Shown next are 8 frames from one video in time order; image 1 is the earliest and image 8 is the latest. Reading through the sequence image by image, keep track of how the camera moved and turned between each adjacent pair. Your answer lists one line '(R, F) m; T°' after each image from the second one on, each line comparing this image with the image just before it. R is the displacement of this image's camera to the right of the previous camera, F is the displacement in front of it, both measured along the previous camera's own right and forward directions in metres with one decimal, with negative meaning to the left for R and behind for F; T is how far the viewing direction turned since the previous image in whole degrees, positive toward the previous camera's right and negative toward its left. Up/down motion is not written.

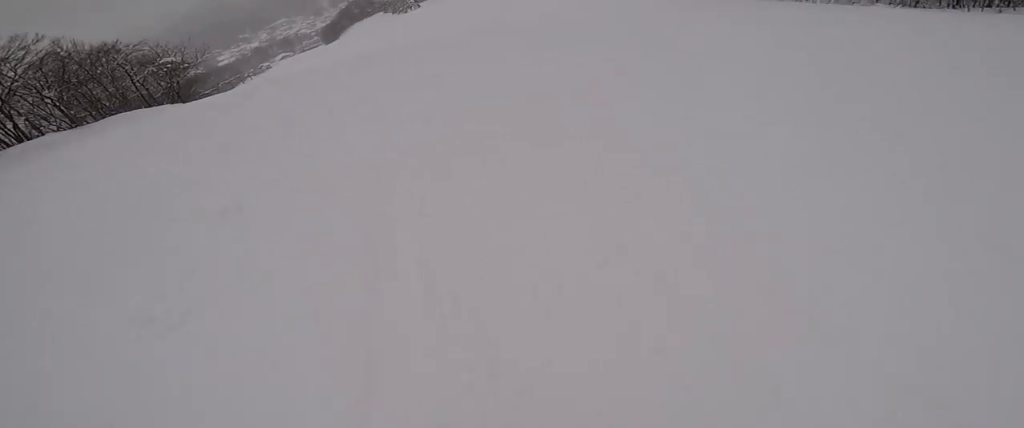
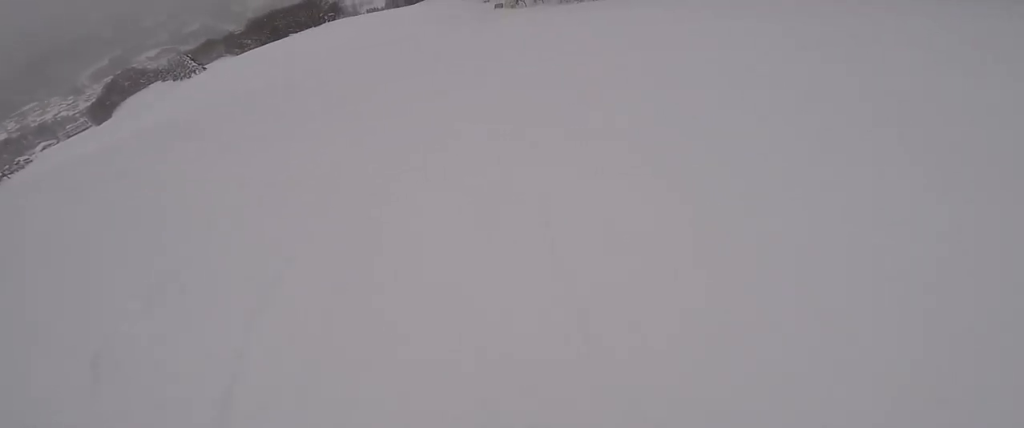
(+0.1, +4.3) m; 0°
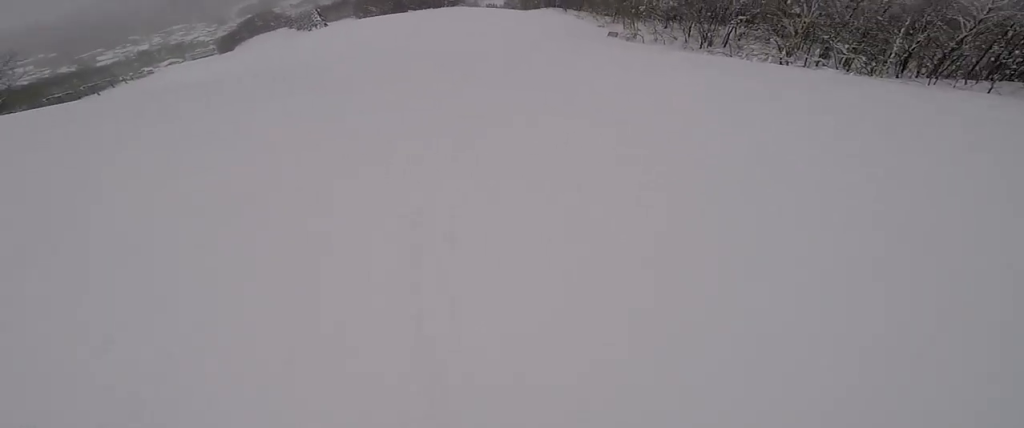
(-0.1, +5.2) m; -12°
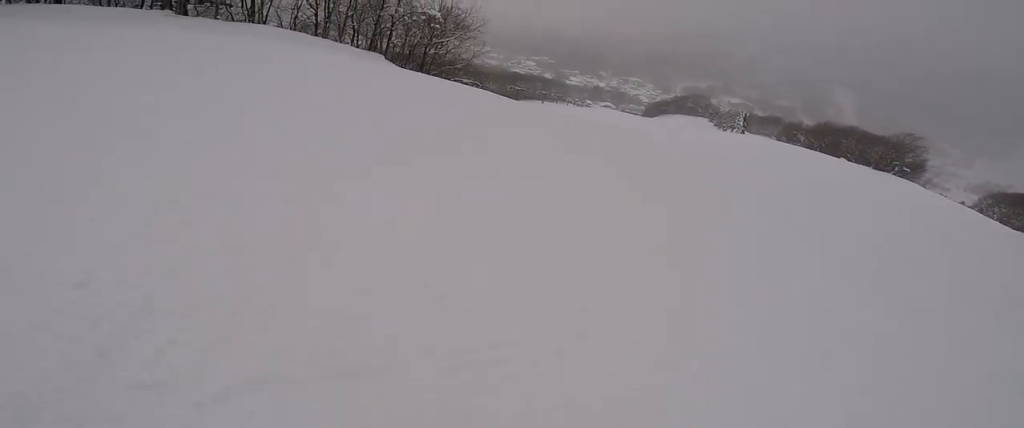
(-6.6, +9.5) m; -60°
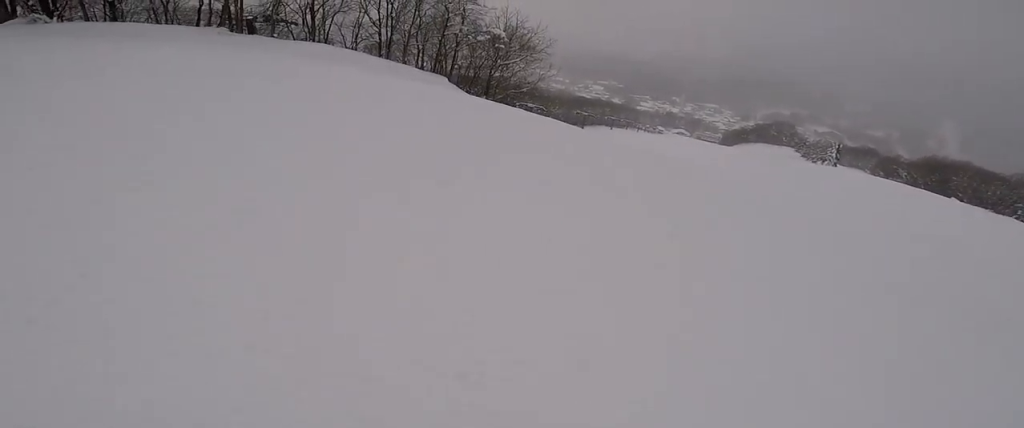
(0.0, +2.6) m; -2°
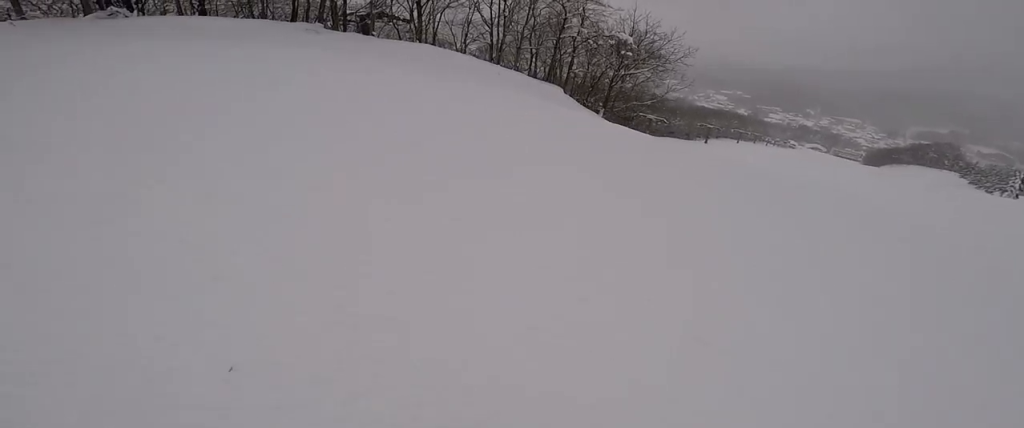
(+0.3, +5.1) m; +5°
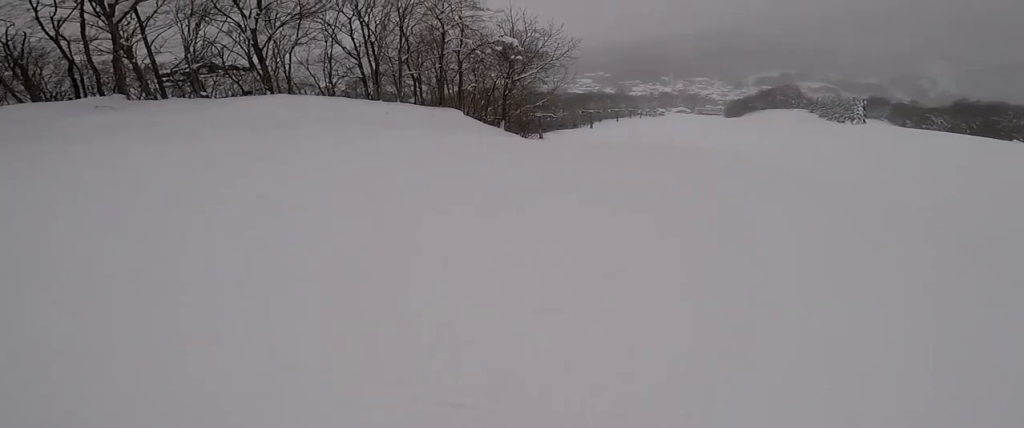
(-0.5, +4.0) m; +16°
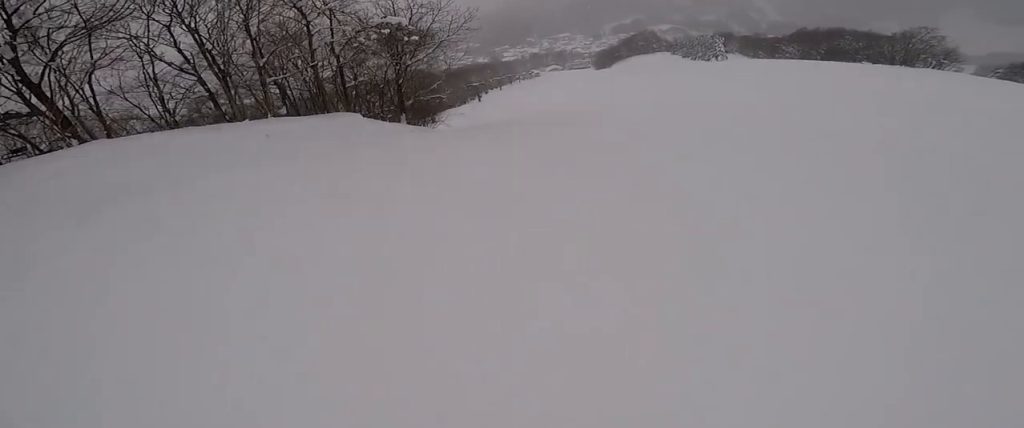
(+2.1, +5.1) m; +31°
